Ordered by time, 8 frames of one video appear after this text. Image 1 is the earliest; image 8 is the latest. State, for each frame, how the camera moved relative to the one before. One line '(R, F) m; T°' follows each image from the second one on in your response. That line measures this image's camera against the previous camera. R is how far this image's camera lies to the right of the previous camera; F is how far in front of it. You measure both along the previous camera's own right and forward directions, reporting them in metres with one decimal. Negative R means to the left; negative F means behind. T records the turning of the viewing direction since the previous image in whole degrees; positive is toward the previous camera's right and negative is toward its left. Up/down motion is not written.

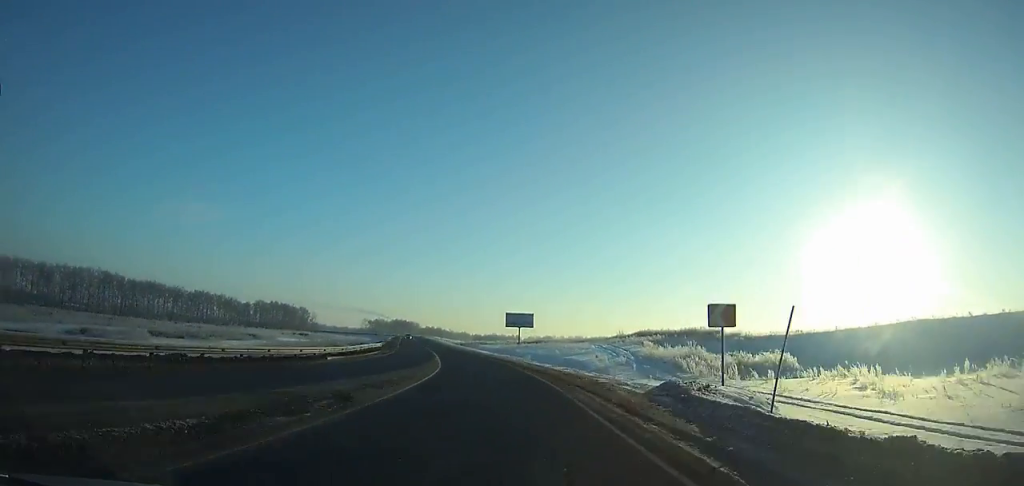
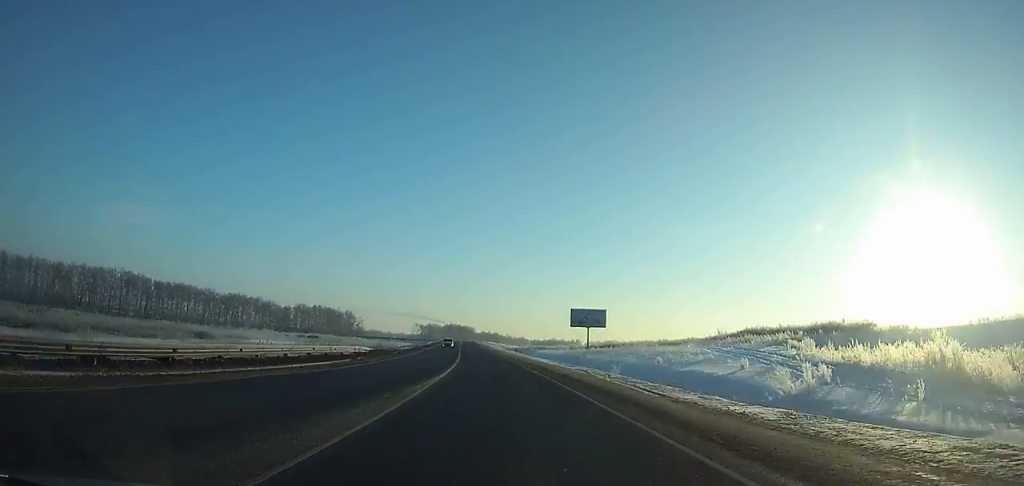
(-2.1, +28.7) m; -4°
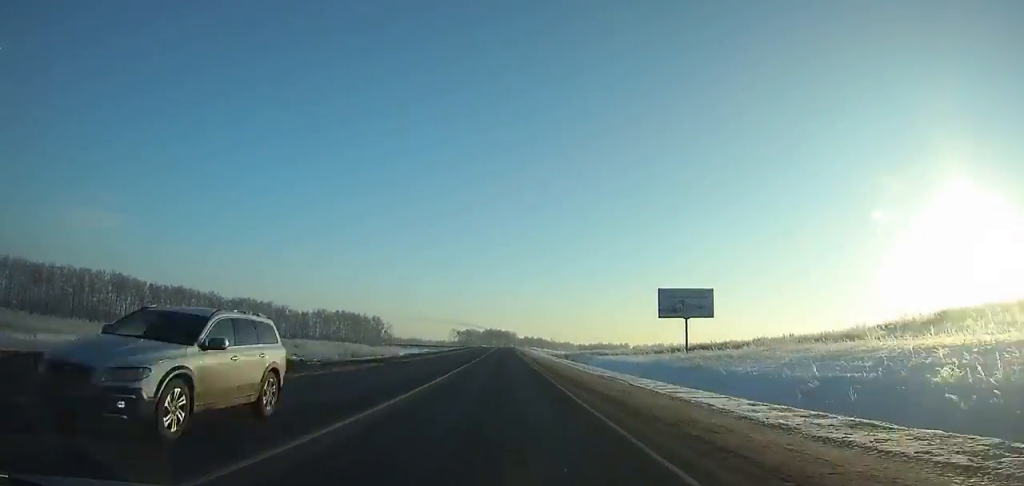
(-1.7, +39.8) m; -3°
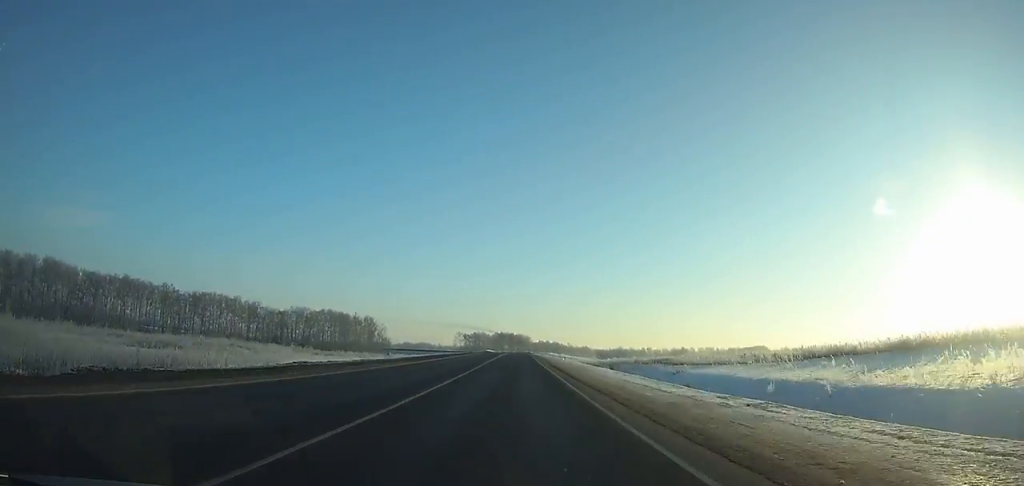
(-1.0, +48.7) m; -1°
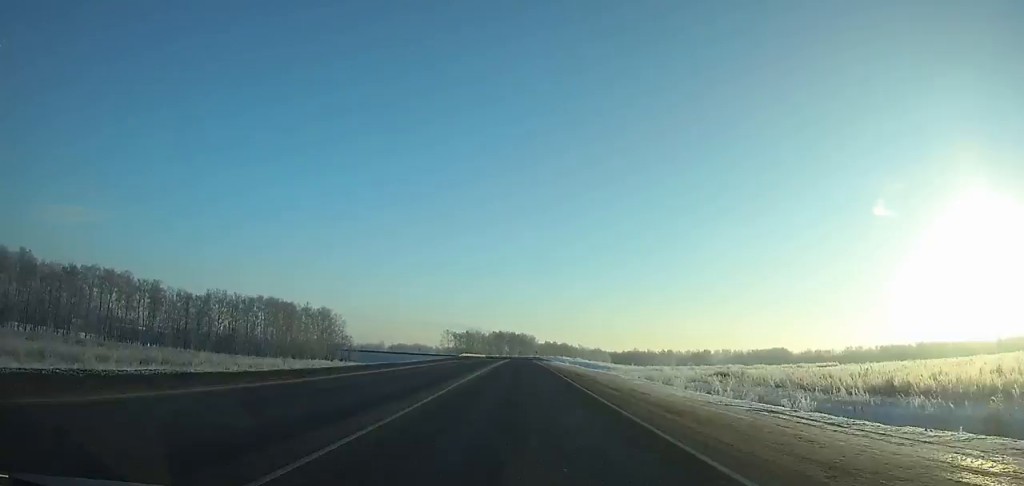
(+0.1, +73.7) m; 0°
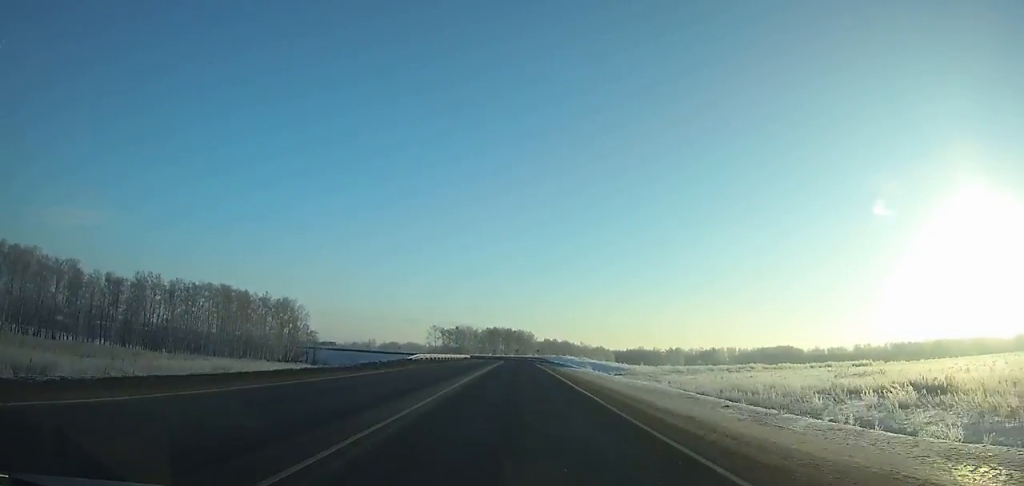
(+0.1, +34.3) m; 0°
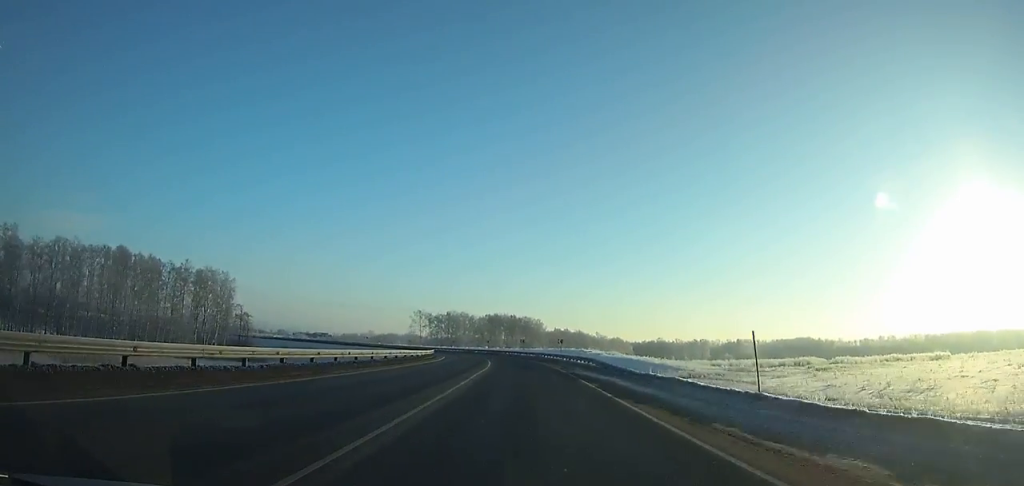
(+0.1, +50.7) m; -2°
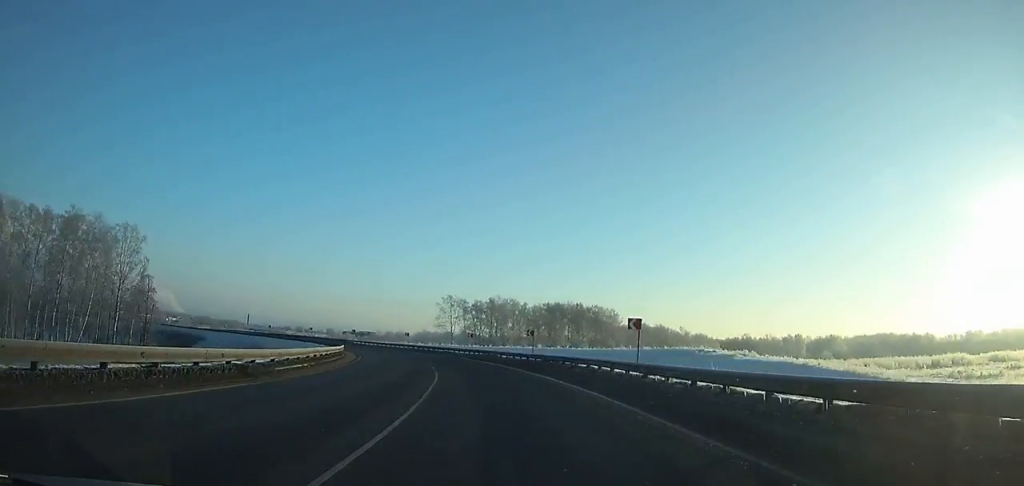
(-3.8, +58.5) m; -11°
